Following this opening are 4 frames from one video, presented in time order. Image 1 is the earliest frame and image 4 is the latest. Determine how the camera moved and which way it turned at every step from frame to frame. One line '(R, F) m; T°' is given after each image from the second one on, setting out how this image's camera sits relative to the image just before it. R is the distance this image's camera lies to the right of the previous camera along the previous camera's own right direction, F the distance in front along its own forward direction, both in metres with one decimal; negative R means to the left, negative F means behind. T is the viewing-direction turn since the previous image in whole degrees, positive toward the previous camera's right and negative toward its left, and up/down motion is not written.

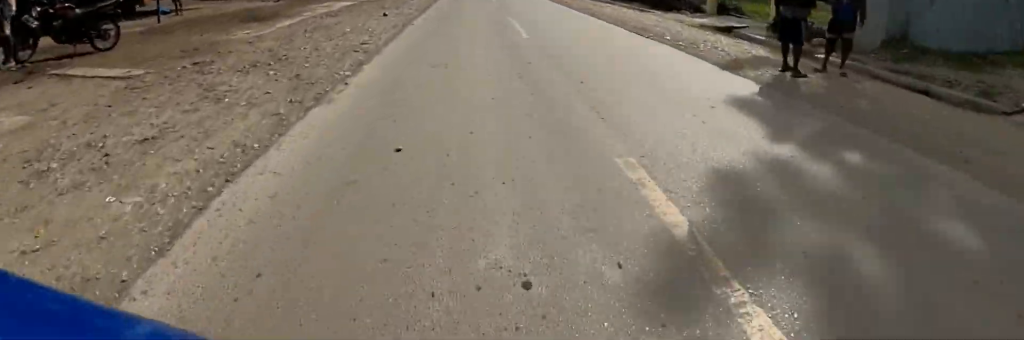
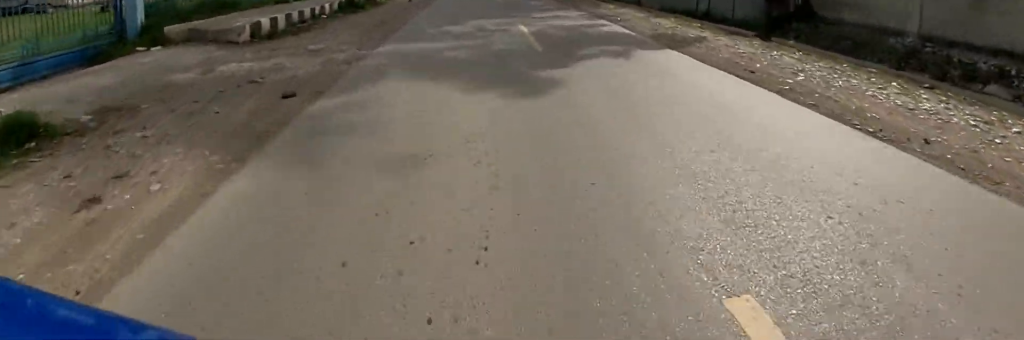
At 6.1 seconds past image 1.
(-0.8, +57.2) m; +1°
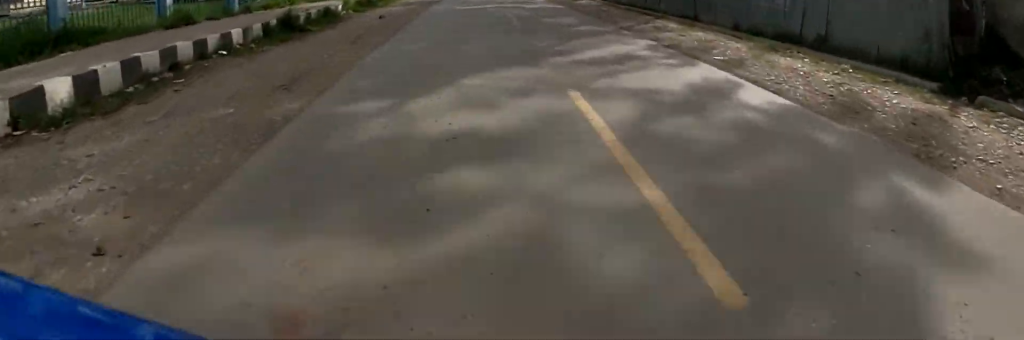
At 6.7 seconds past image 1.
(0.0, +5.0) m; -1°
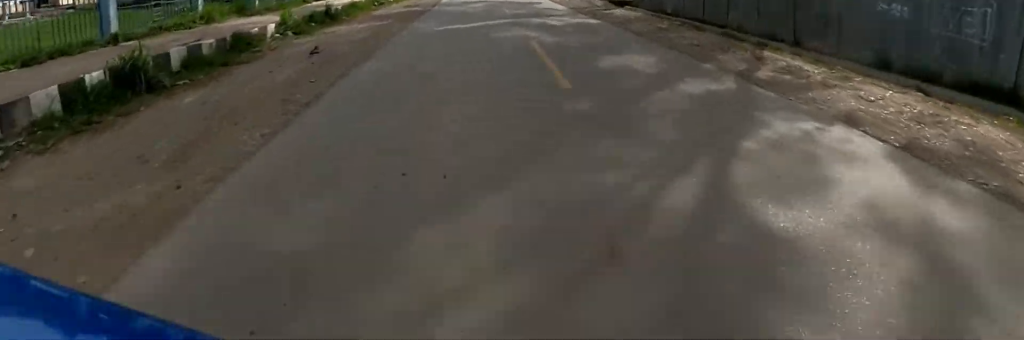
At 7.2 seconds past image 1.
(-0.5, +4.9) m; -2°
